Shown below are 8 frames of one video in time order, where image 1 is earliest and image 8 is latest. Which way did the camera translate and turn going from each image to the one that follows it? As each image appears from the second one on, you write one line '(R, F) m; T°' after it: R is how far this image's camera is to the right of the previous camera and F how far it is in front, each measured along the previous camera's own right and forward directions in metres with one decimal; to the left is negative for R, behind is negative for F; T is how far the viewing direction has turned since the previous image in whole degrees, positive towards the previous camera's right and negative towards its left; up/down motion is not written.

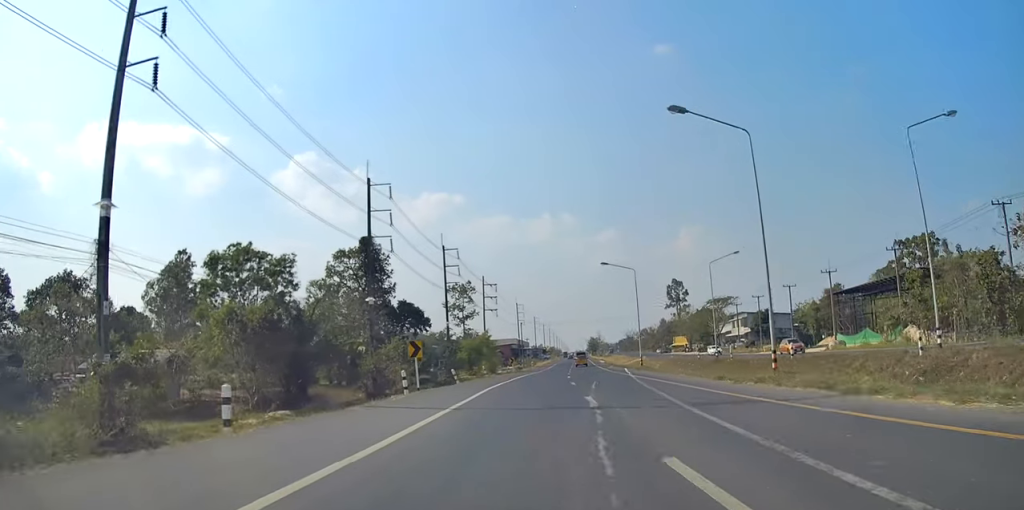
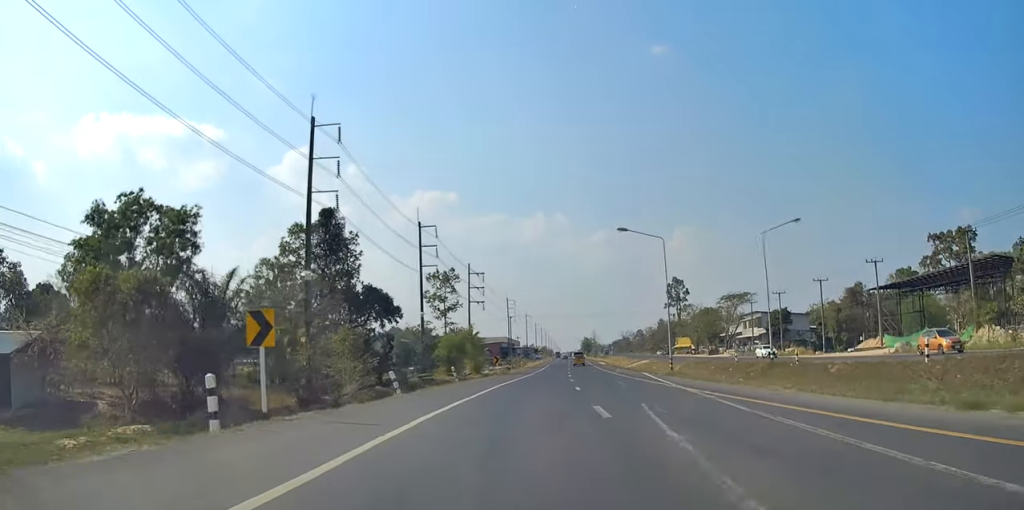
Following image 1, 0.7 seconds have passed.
(-0.1, +16.3) m; +1°
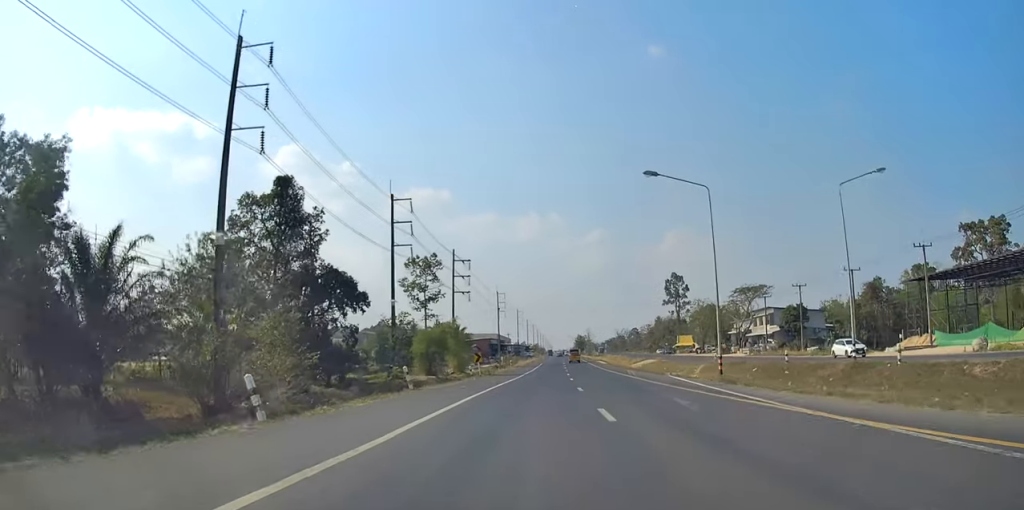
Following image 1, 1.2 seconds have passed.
(+0.3, +12.1) m; +2°
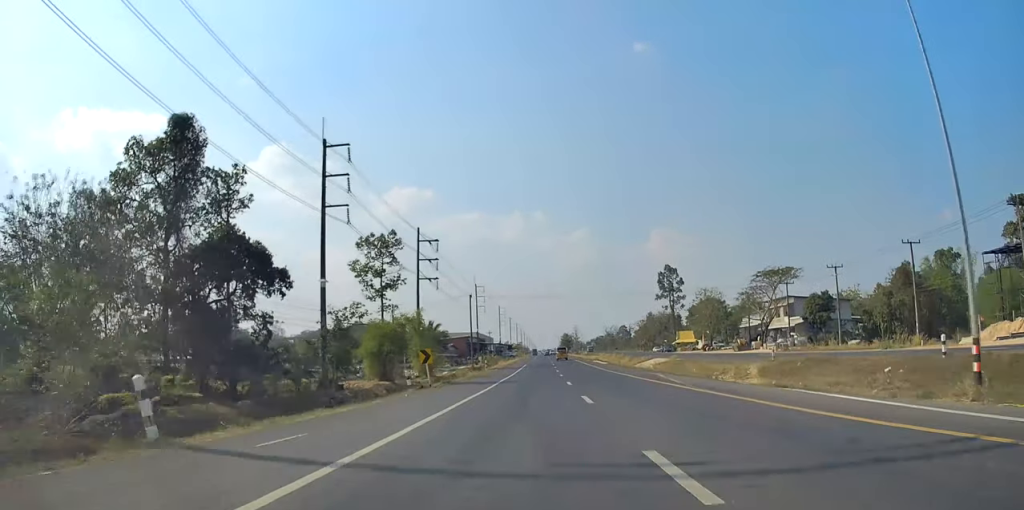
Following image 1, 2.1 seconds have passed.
(+0.6, +19.3) m; +2°
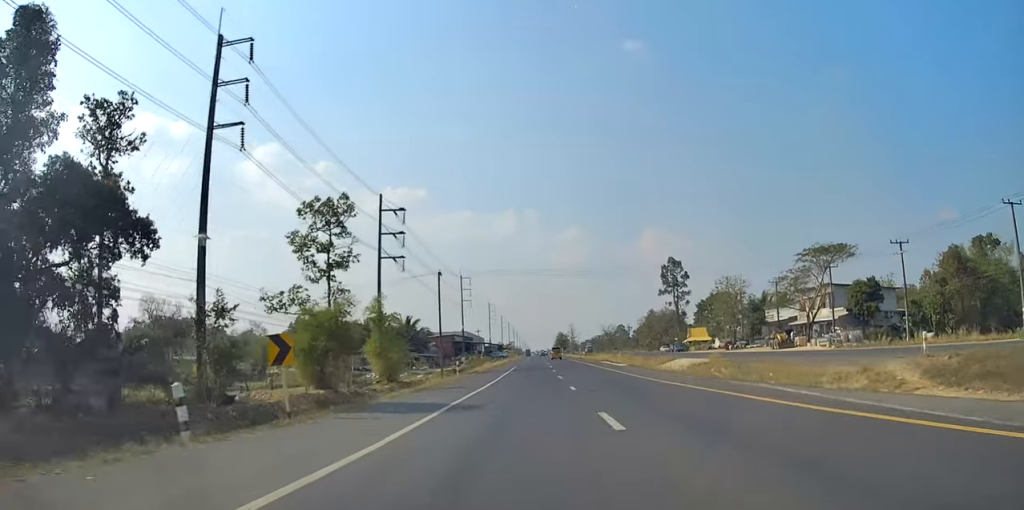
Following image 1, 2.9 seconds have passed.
(+0.2, +19.0) m; 0°
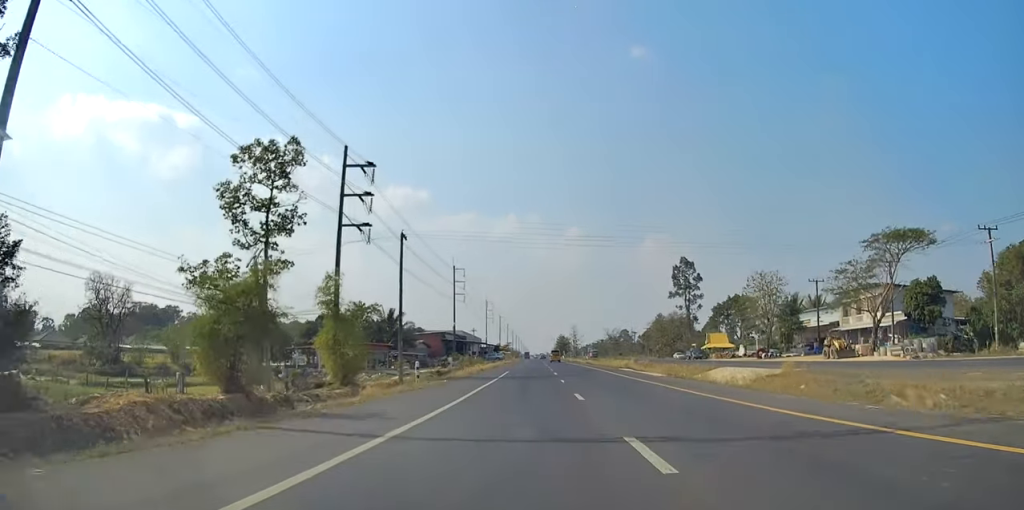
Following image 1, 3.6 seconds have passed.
(-0.1, +16.0) m; 0°
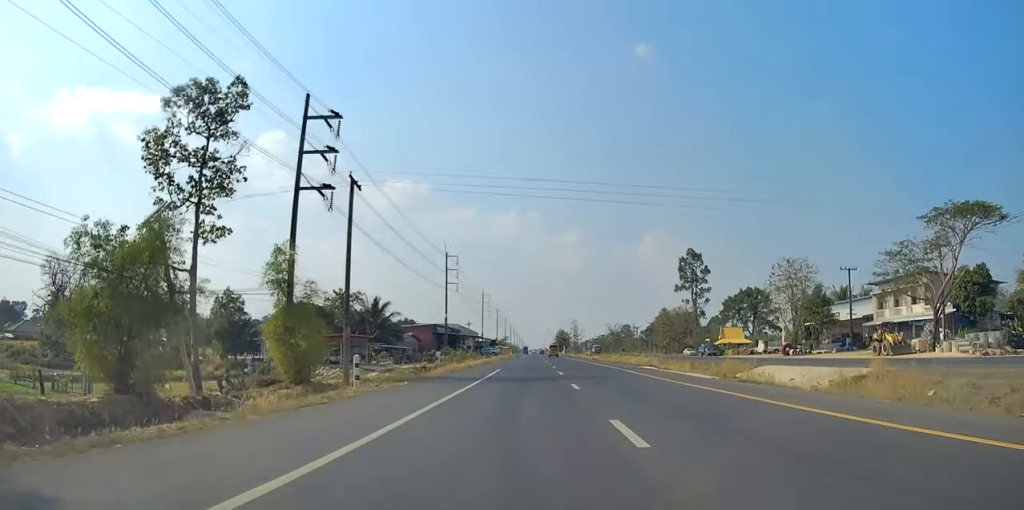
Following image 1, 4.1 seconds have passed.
(-0.1, +11.5) m; +1°
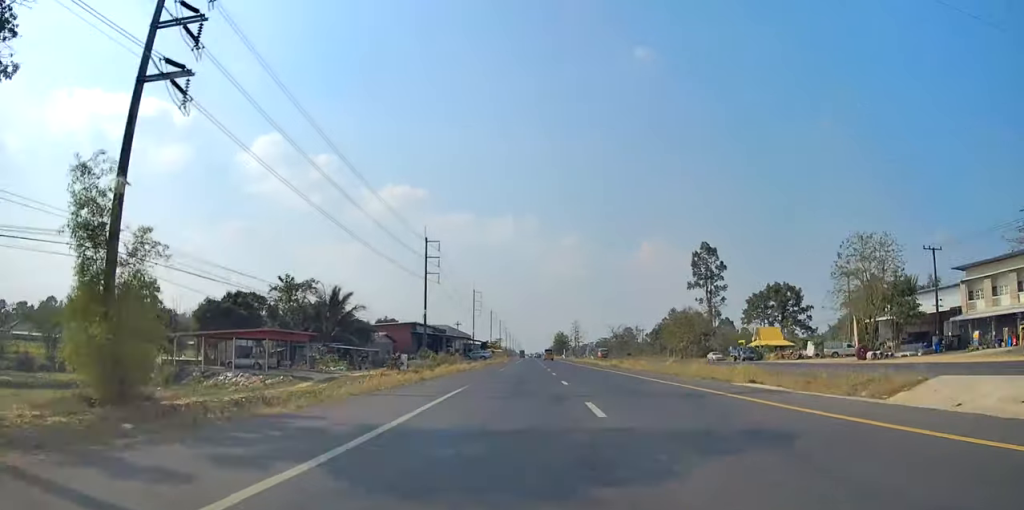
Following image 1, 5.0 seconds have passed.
(+0.3, +19.9) m; +2°
